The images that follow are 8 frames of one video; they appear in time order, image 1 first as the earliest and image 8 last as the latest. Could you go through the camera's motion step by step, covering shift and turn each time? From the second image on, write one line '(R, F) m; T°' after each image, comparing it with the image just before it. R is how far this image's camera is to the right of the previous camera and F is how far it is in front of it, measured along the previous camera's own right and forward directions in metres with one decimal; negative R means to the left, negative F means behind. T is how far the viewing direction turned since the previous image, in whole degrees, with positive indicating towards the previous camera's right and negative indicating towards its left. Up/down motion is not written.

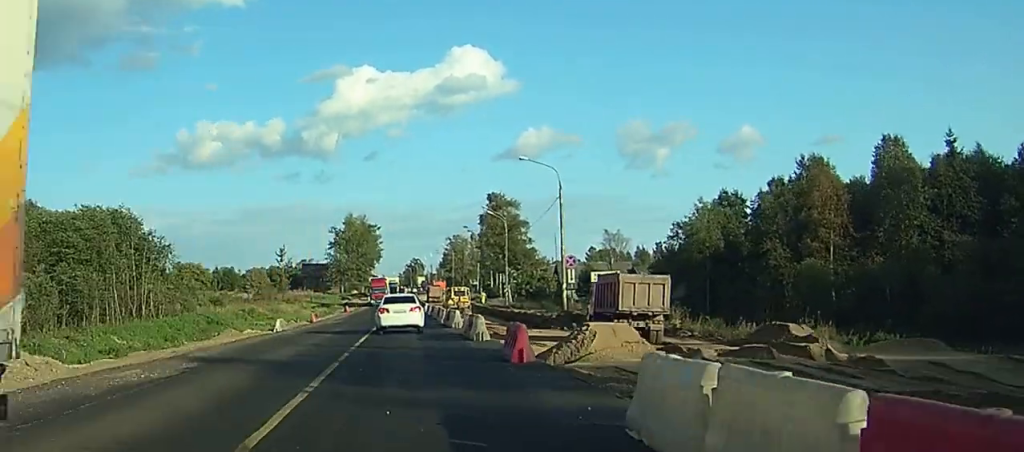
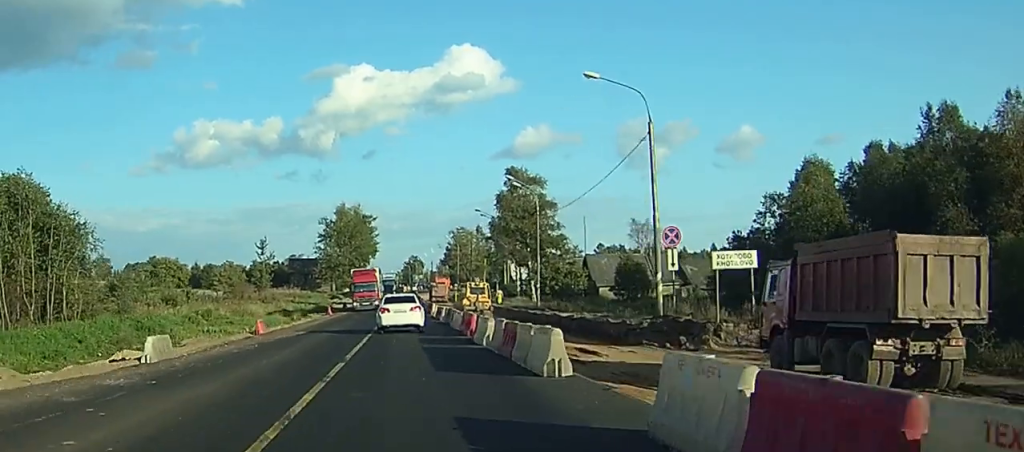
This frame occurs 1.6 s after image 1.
(-0.2, +22.9) m; -1°
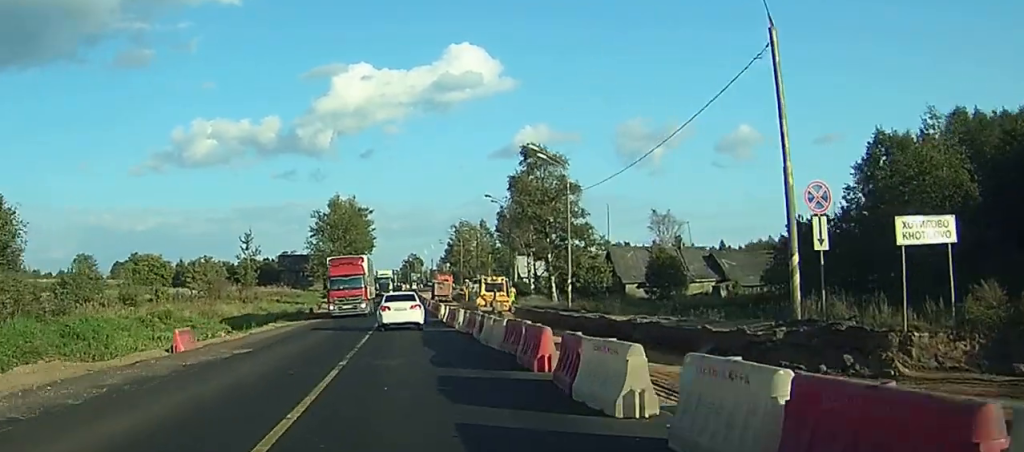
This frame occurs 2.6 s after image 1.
(0.0, +13.8) m; 0°
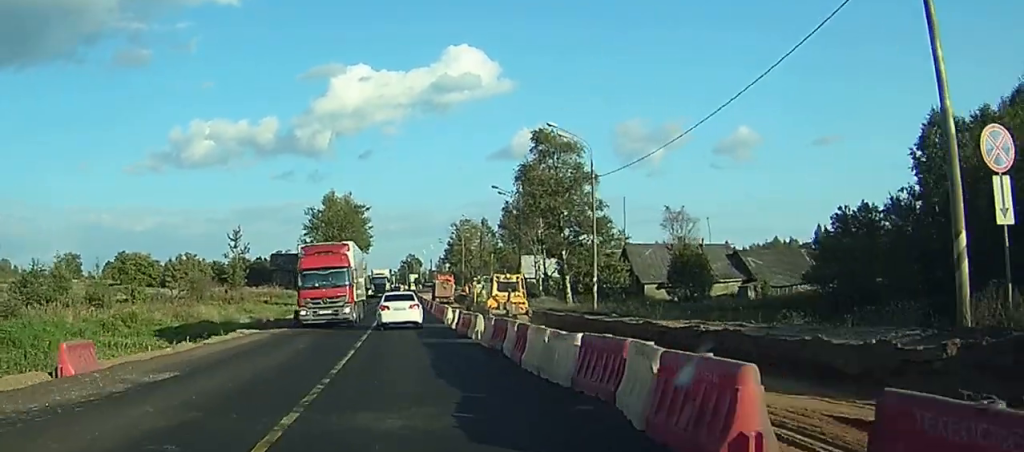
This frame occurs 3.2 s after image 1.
(0.0, +8.3) m; 0°
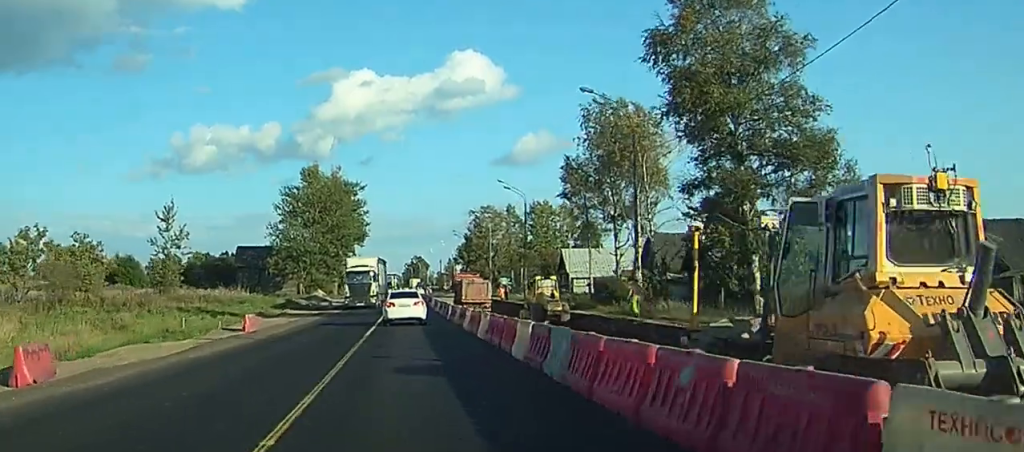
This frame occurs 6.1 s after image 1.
(+0.6, +40.5) m; +1°
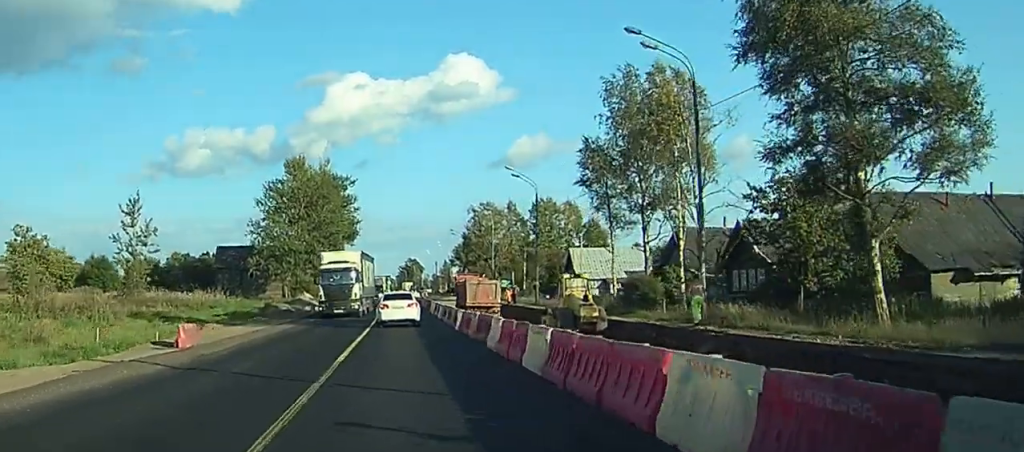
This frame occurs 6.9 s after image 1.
(0.0, +10.2) m; -1°
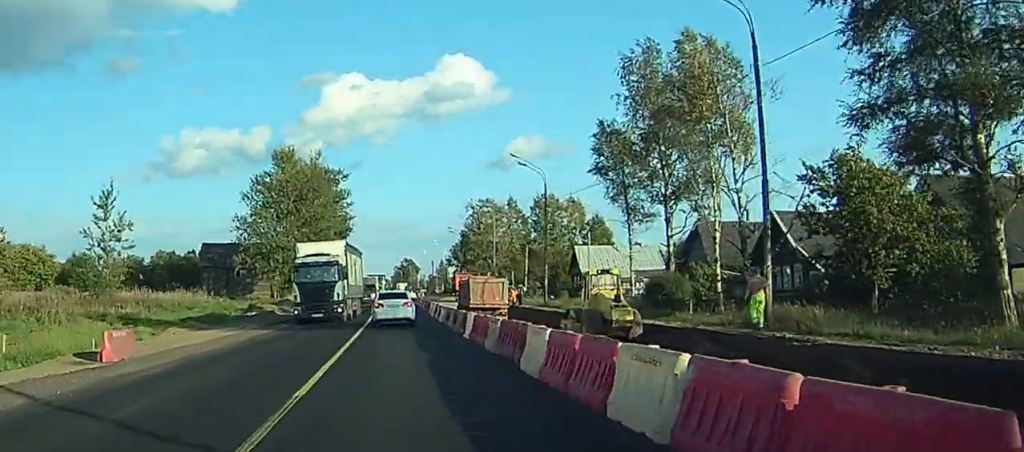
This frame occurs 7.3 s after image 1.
(-0.1, +6.4) m; 0°
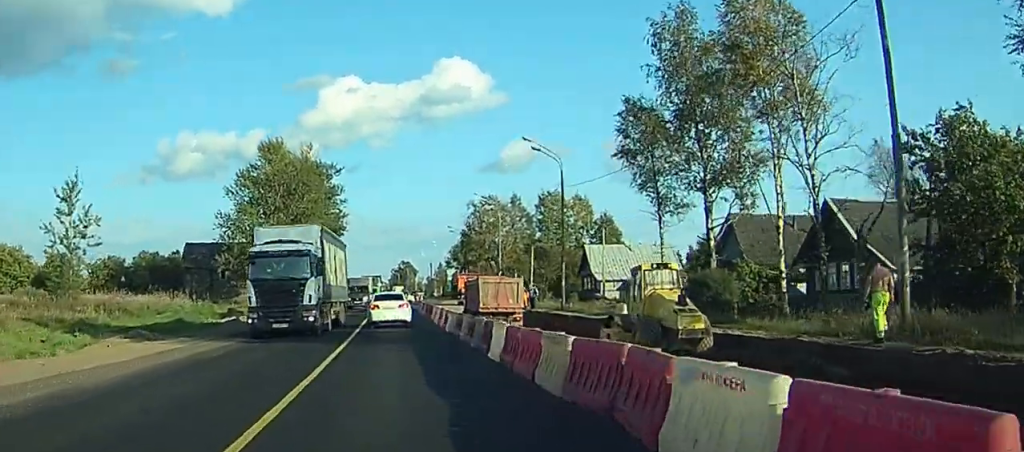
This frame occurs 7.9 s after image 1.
(0.0, +7.7) m; 0°
